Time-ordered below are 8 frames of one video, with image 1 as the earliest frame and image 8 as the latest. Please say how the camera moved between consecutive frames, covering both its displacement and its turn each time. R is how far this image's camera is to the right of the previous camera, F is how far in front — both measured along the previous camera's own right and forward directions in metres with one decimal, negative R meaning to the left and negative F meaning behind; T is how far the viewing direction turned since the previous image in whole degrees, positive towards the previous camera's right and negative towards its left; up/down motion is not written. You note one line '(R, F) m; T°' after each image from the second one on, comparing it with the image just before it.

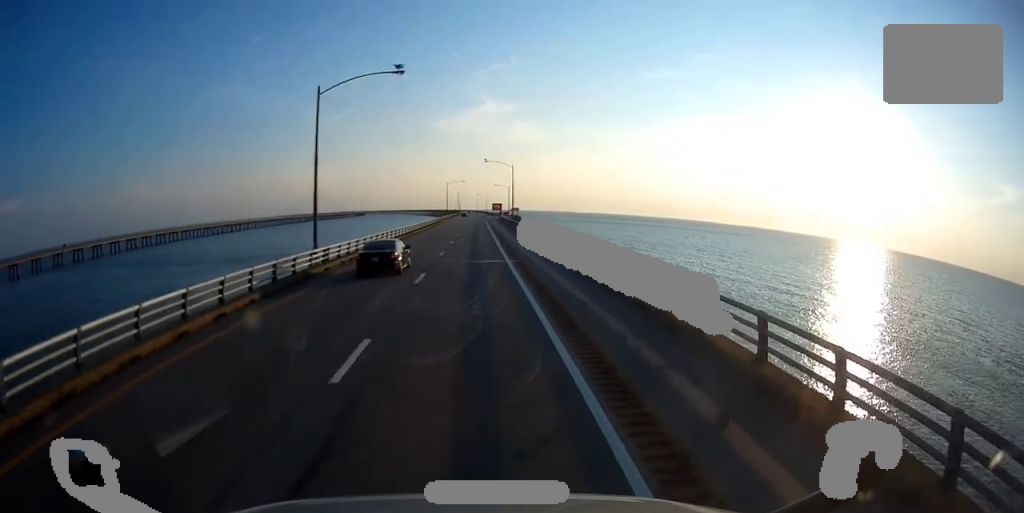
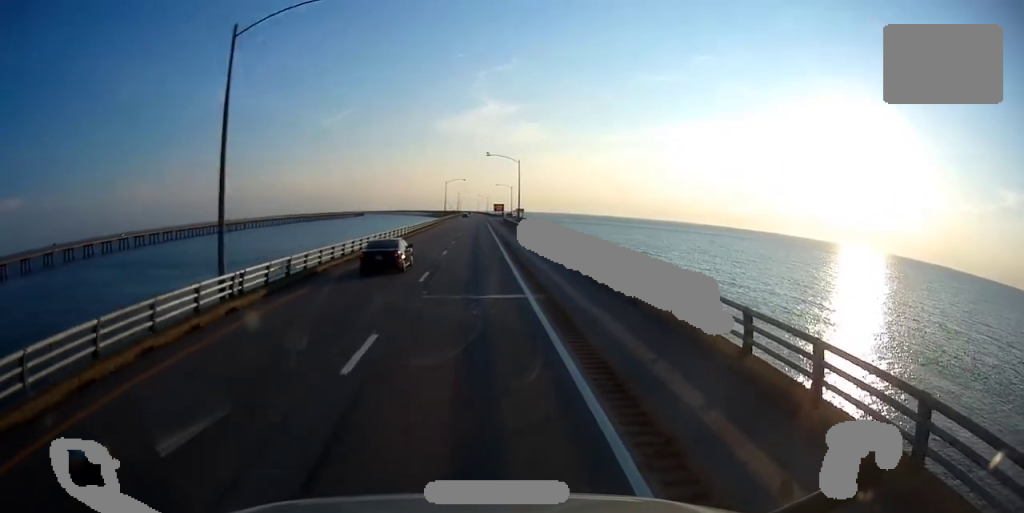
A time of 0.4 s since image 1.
(-0.2, +11.7) m; 0°
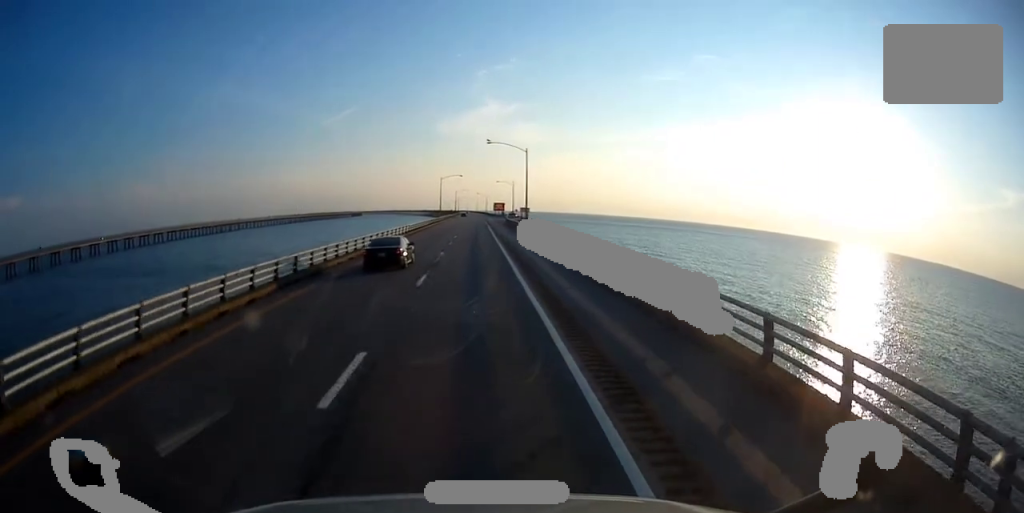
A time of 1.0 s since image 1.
(-0.3, +13.8) m; 0°
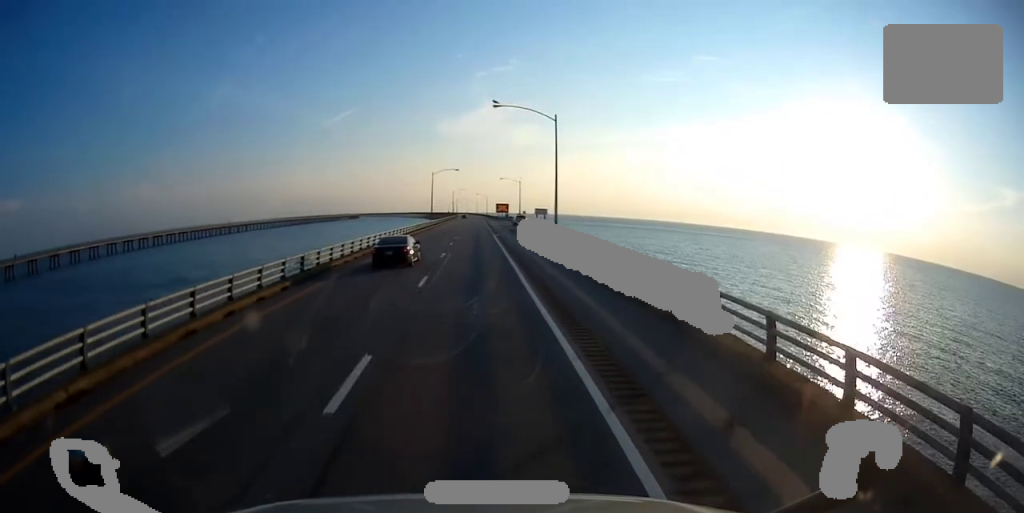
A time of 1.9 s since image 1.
(+0.4, +24.3) m; +1°
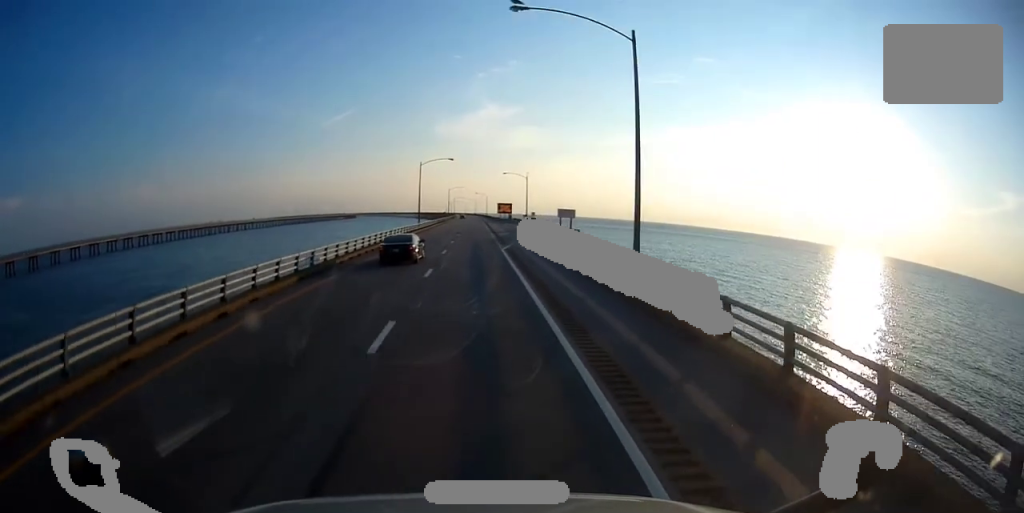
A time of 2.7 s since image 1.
(0.0, +20.9) m; 0°
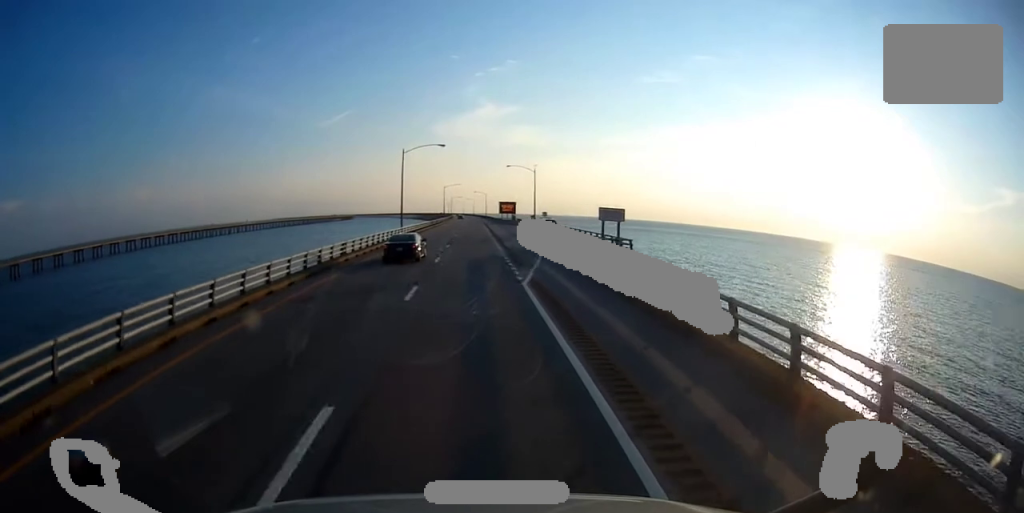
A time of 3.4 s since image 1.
(0.0, +17.7) m; 0°
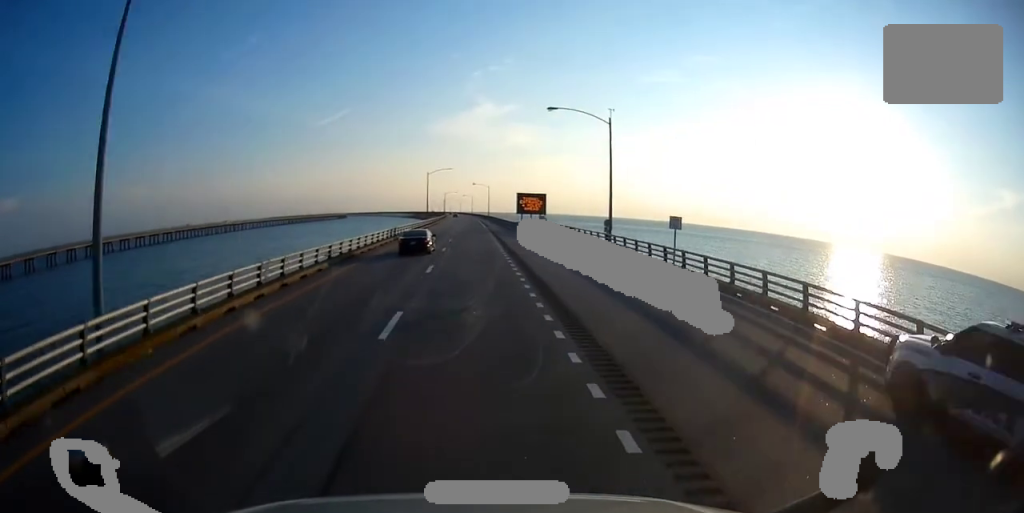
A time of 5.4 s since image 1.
(0.0, +52.8) m; 0°
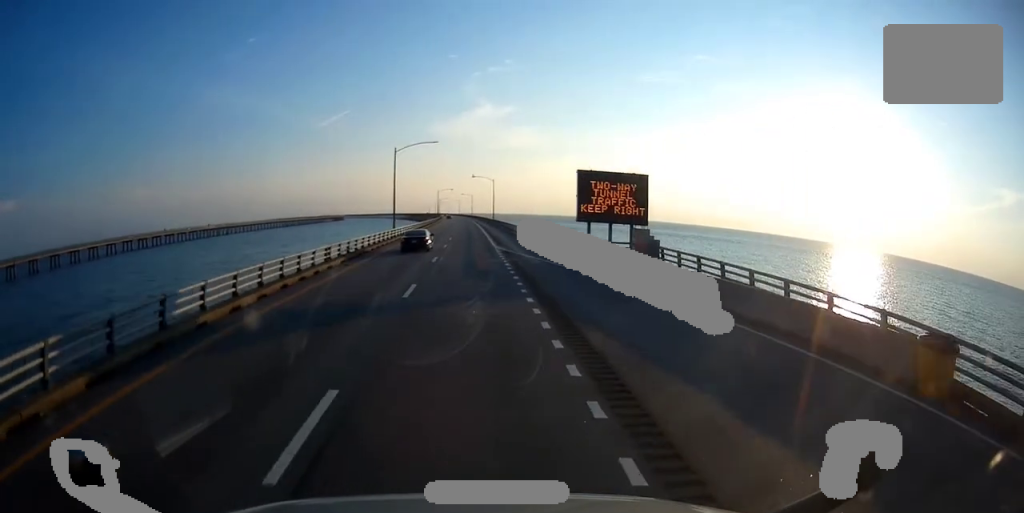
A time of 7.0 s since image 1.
(-0.1, +42.2) m; +1°
